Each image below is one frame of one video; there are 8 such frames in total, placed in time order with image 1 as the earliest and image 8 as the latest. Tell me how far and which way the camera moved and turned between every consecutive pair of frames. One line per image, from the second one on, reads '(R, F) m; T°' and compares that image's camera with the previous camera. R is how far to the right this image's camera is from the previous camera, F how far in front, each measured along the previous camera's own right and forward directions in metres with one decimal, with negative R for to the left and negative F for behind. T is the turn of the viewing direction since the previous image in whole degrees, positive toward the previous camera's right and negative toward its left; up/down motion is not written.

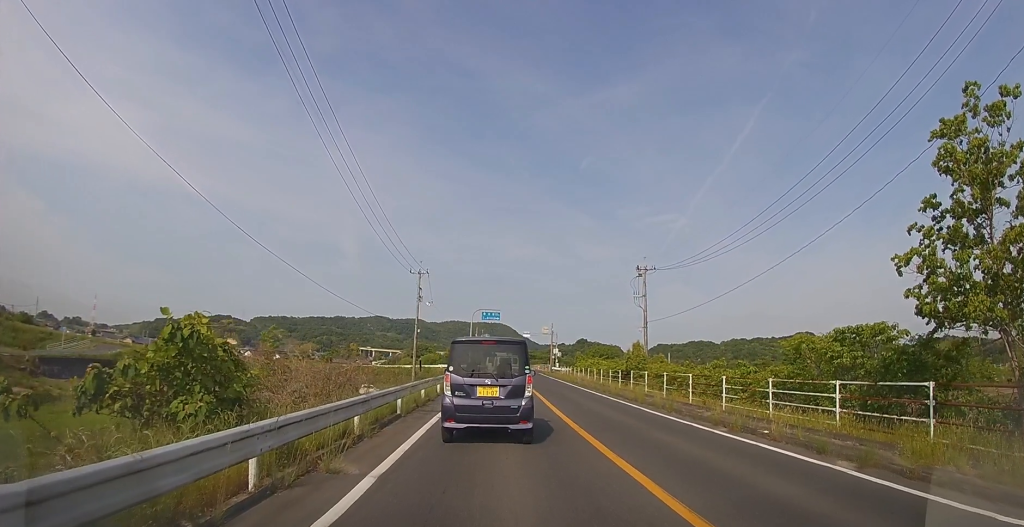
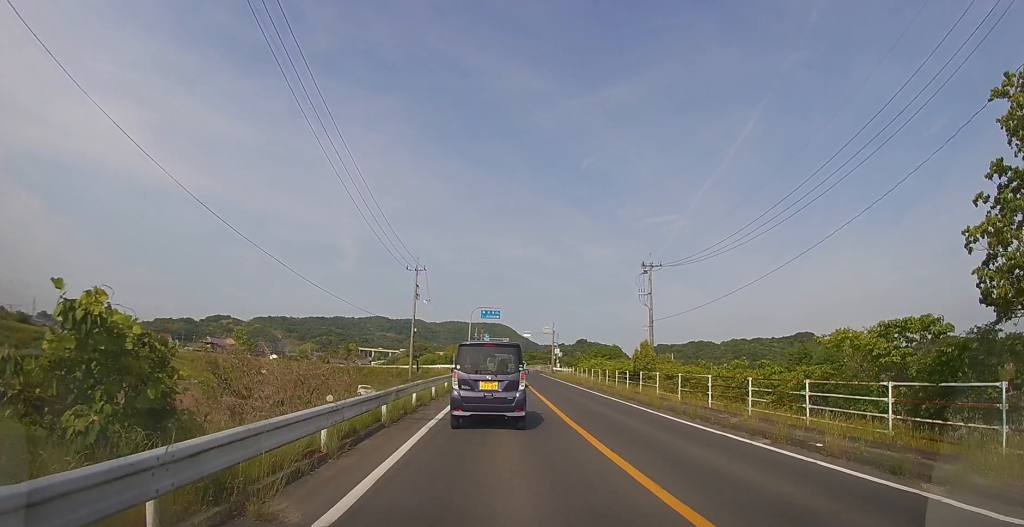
(+0.1, +0.8) m; 0°
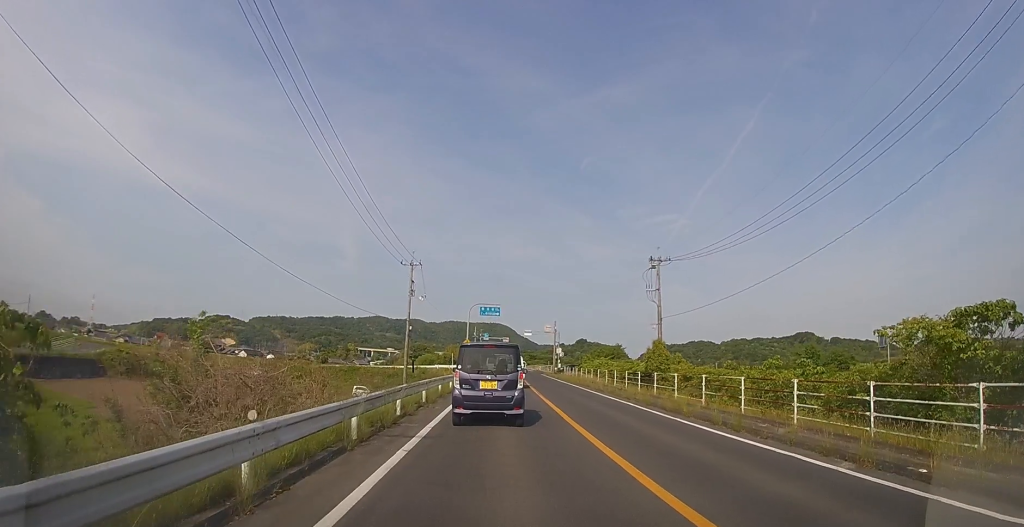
(+0.1, +1.5) m; +2°
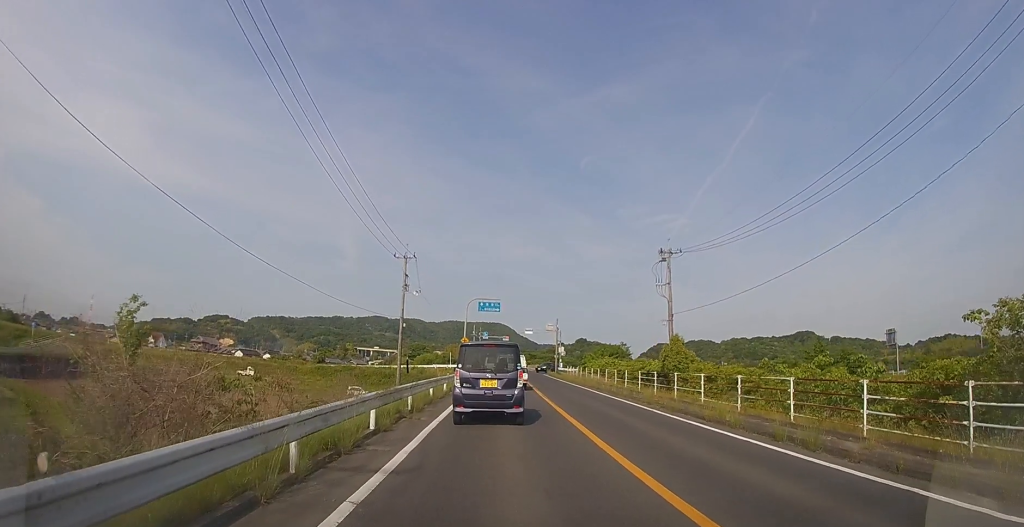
(+0.1, +2.4) m; 0°
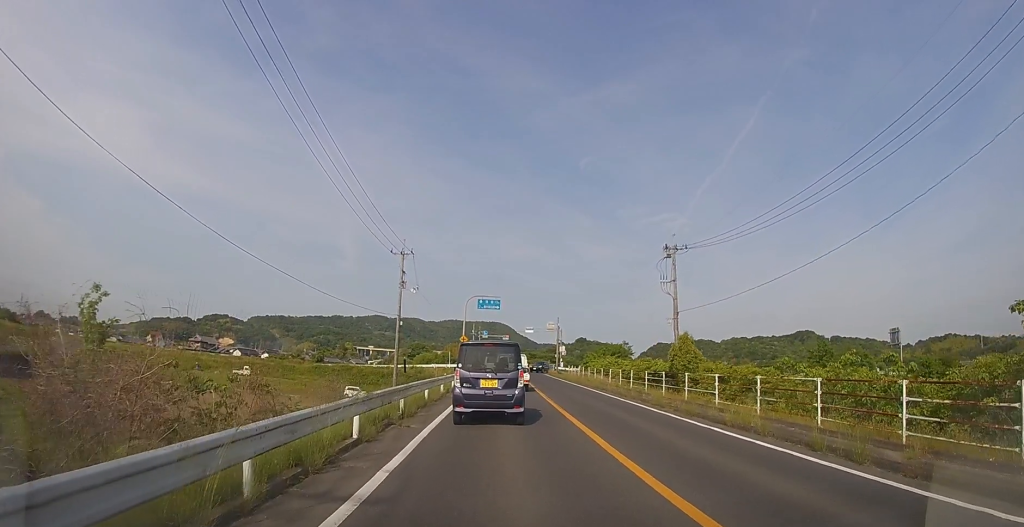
(0.0, +1.2) m; 0°
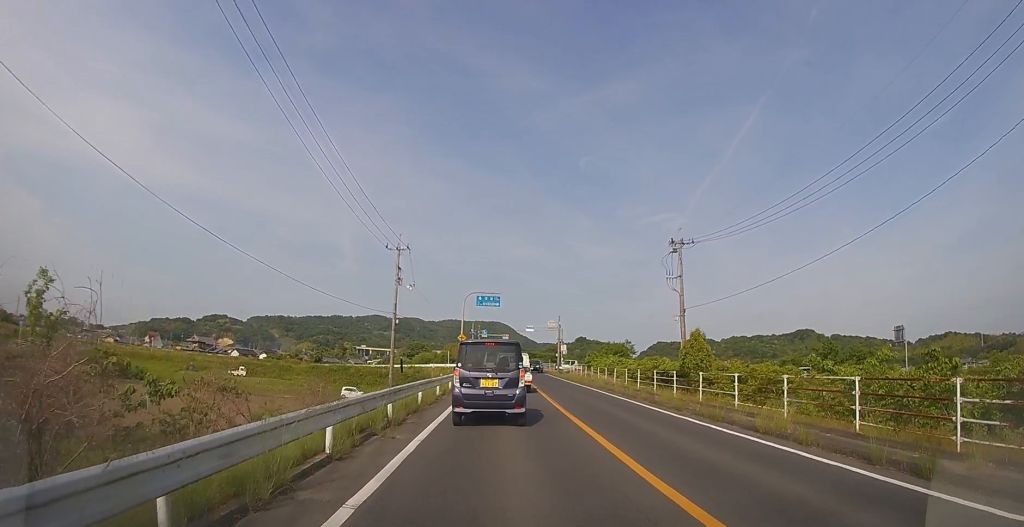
(0.0, +1.6) m; +1°
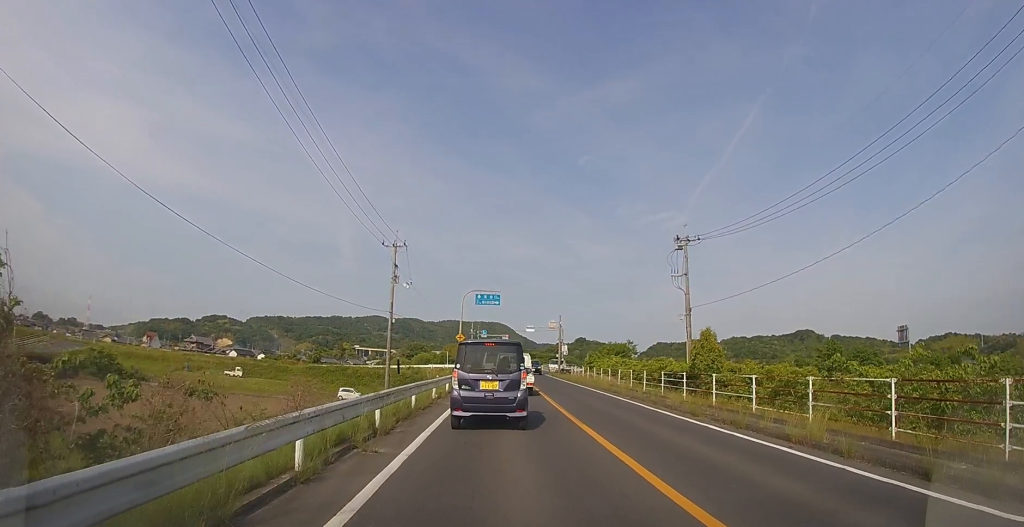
(0.0, +1.2) m; 0°
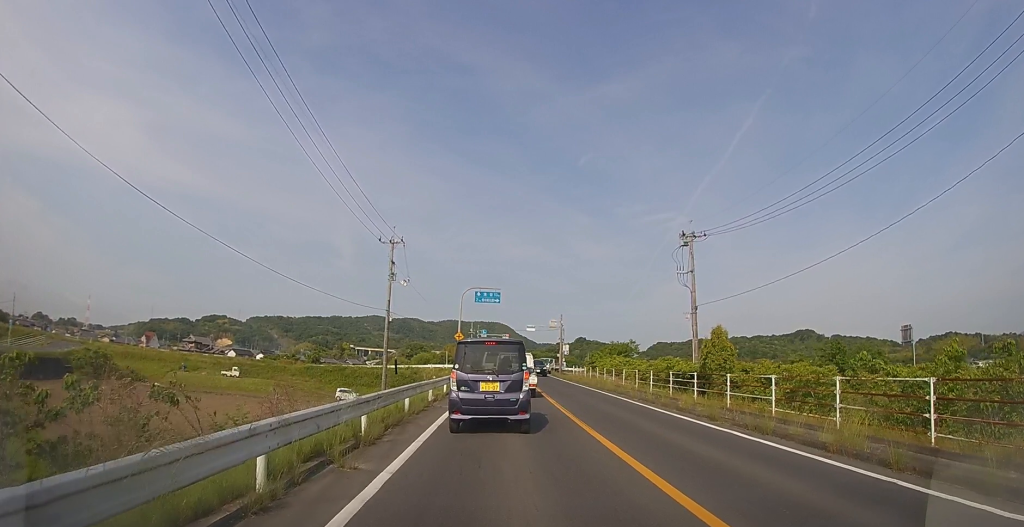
(0.0, +1.3) m; 0°
